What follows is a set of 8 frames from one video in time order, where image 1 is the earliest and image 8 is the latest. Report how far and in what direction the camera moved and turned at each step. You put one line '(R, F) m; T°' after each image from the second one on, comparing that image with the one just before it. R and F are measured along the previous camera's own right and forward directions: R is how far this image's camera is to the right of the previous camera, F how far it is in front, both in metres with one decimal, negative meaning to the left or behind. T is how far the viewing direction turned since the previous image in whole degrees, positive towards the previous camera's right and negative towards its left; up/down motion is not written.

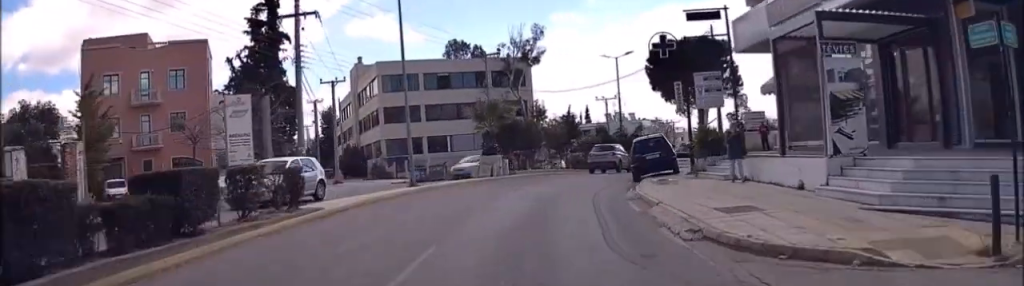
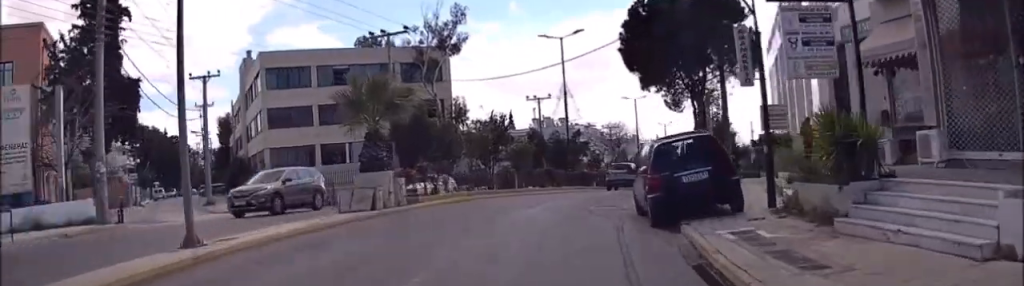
(+1.0, +12.6) m; +9°
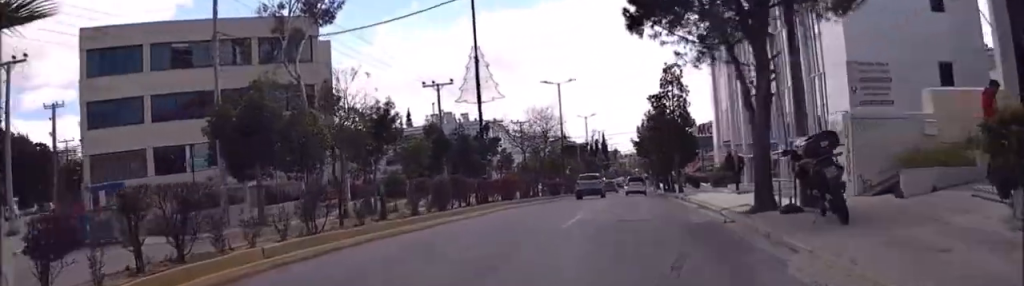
(+1.1, +13.9) m; +10°
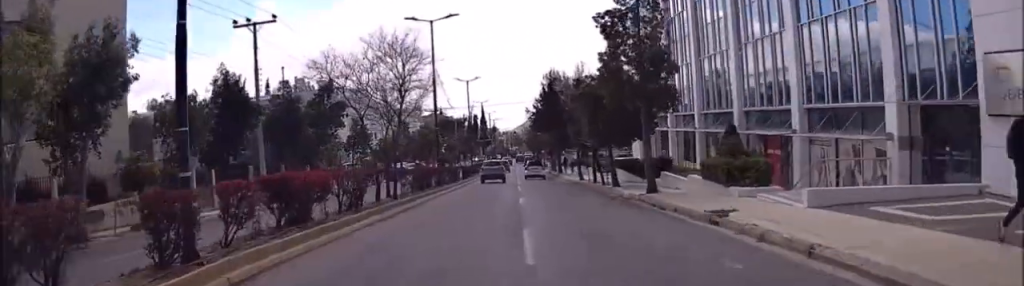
(+1.7, +17.9) m; +8°
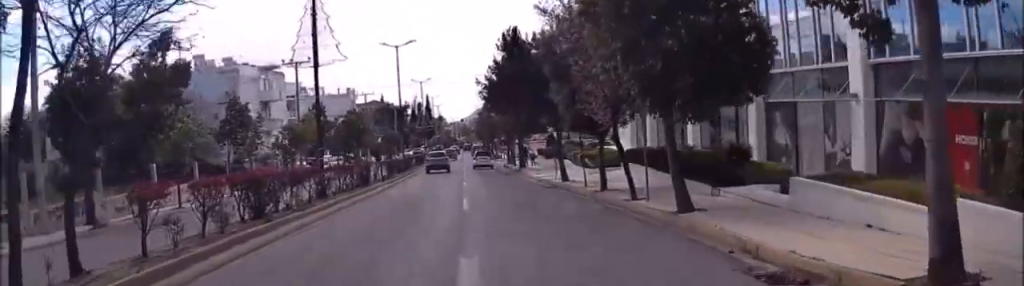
(+0.6, +16.3) m; +3°
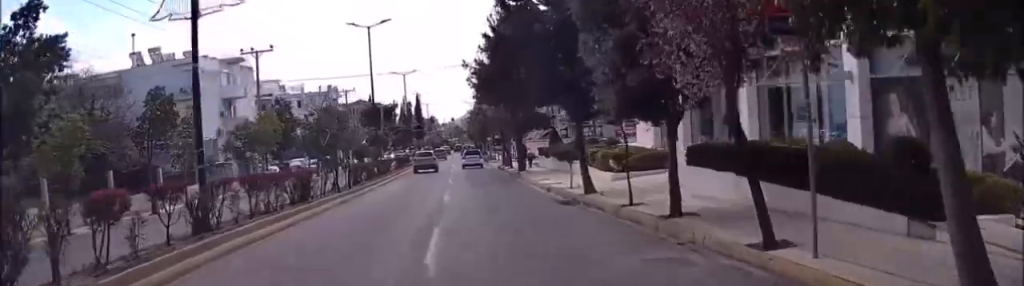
(0.0, +8.1) m; +1°
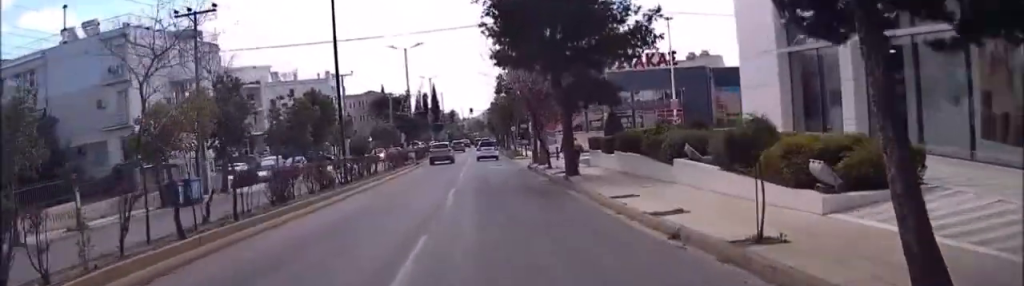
(+0.2, +14.4) m; +1°
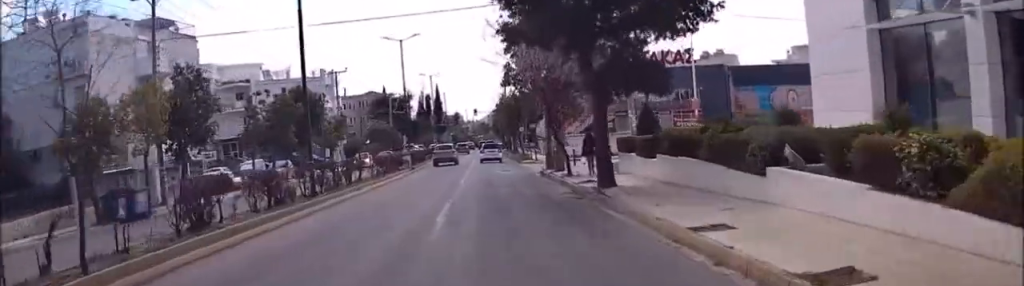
(+0.1, +5.7) m; 0°
